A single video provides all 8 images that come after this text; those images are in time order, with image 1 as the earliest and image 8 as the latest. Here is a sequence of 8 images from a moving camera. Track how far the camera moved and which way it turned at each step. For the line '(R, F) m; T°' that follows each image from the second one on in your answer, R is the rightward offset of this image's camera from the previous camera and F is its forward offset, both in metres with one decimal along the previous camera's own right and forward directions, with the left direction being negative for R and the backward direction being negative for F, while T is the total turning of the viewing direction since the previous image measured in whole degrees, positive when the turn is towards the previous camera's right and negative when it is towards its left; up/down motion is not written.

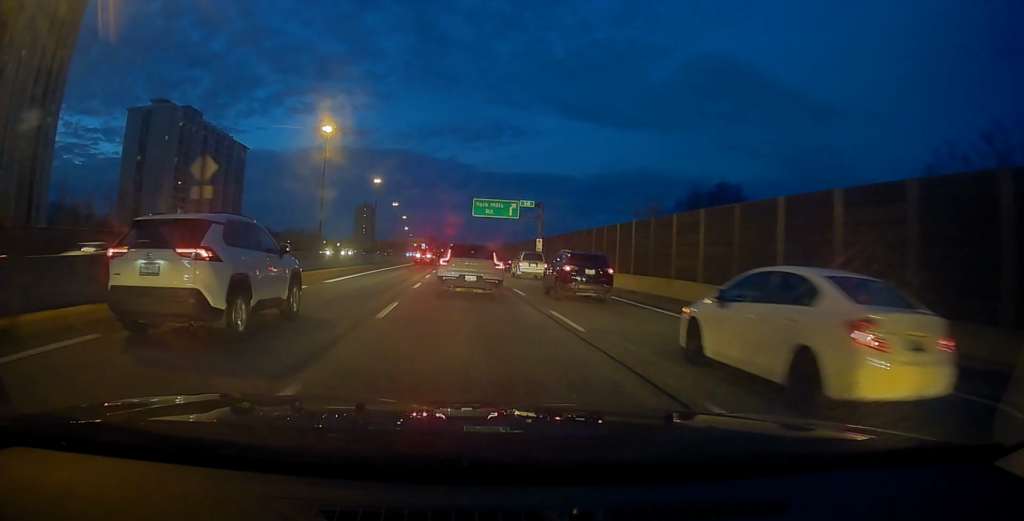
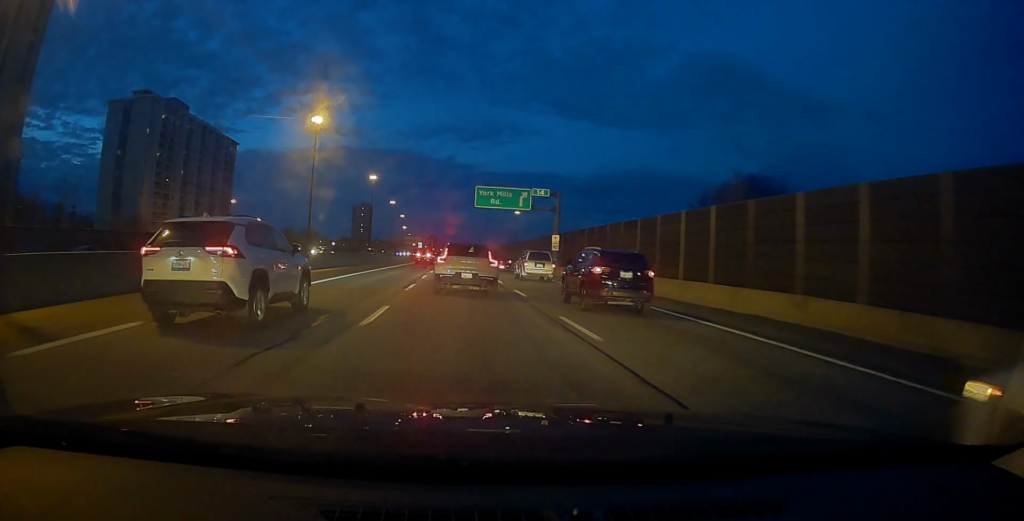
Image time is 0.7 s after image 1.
(+0.2, +10.5) m; +1°
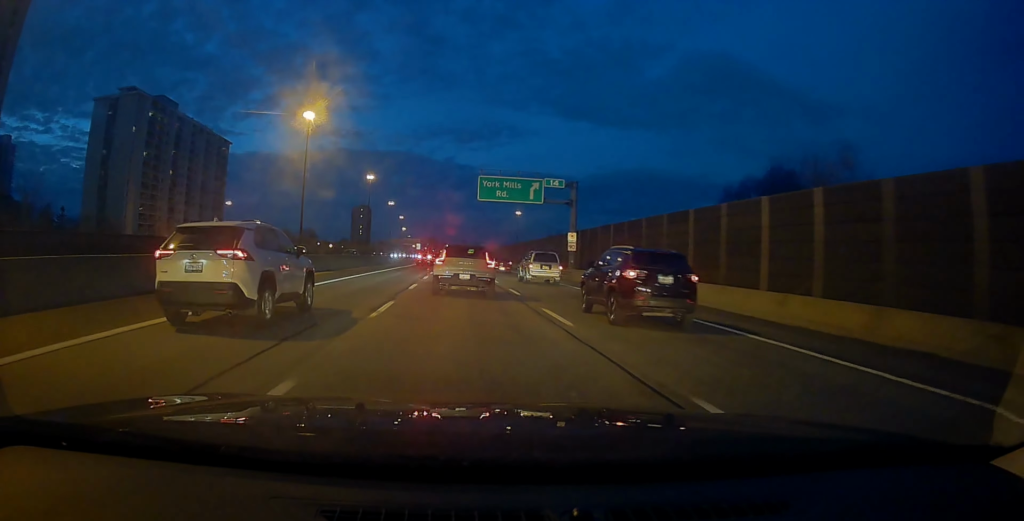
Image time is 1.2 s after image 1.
(0.0, +7.1) m; 0°
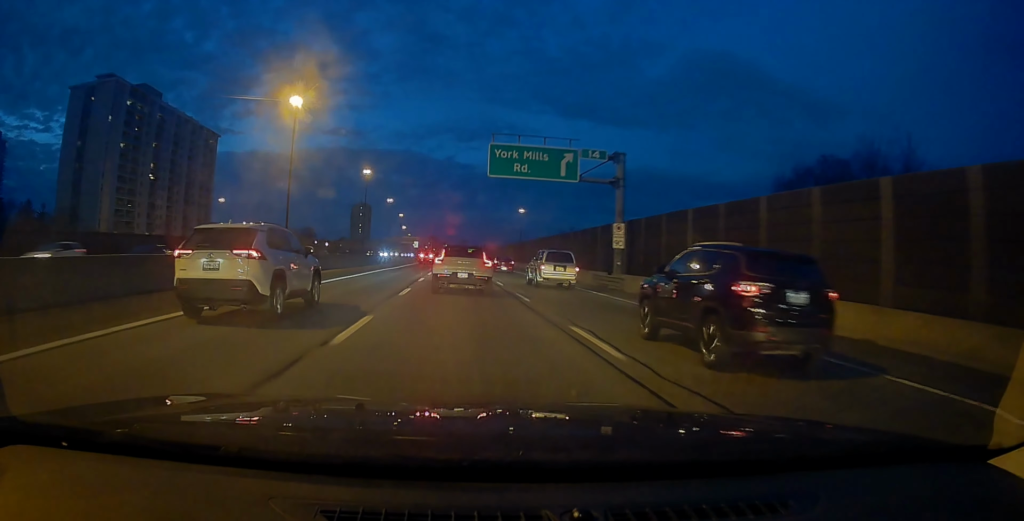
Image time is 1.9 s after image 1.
(0.0, +11.9) m; +1°
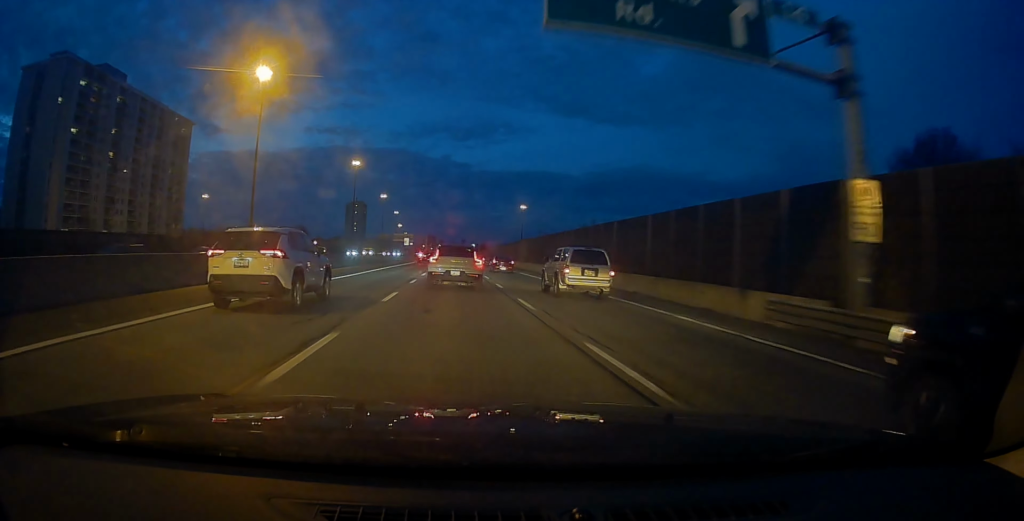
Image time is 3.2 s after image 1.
(+0.1, +20.1) m; -1°
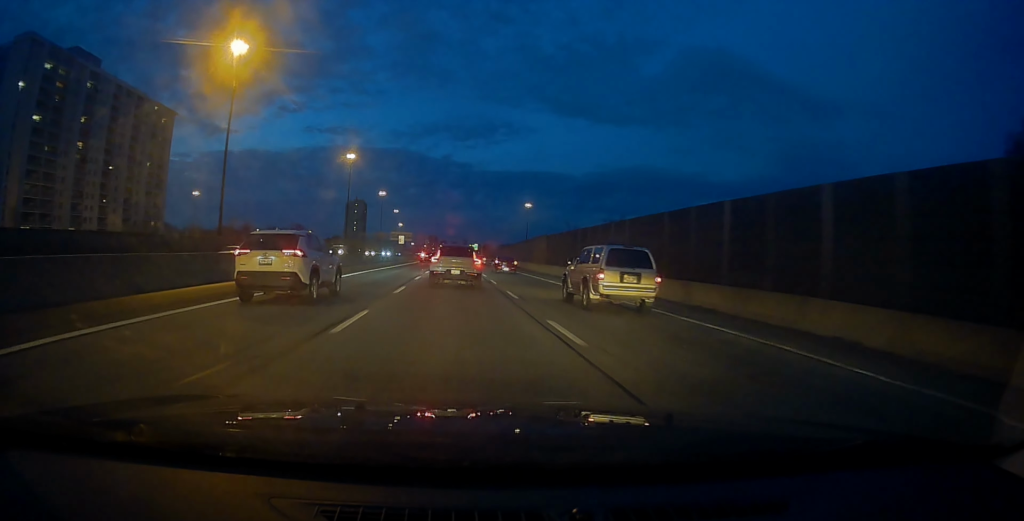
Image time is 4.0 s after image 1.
(-0.3, +14.5) m; 0°
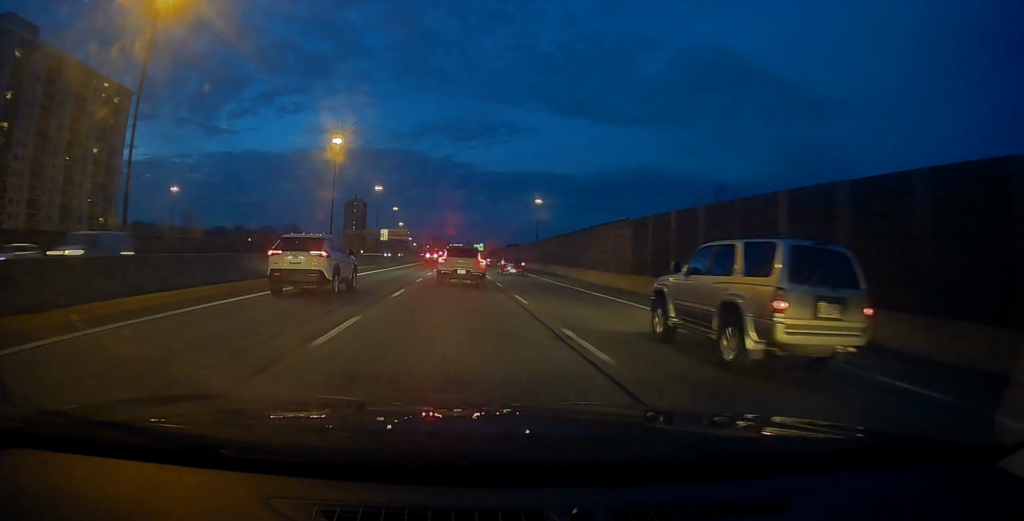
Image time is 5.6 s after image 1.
(+0.3, +28.0) m; 0°
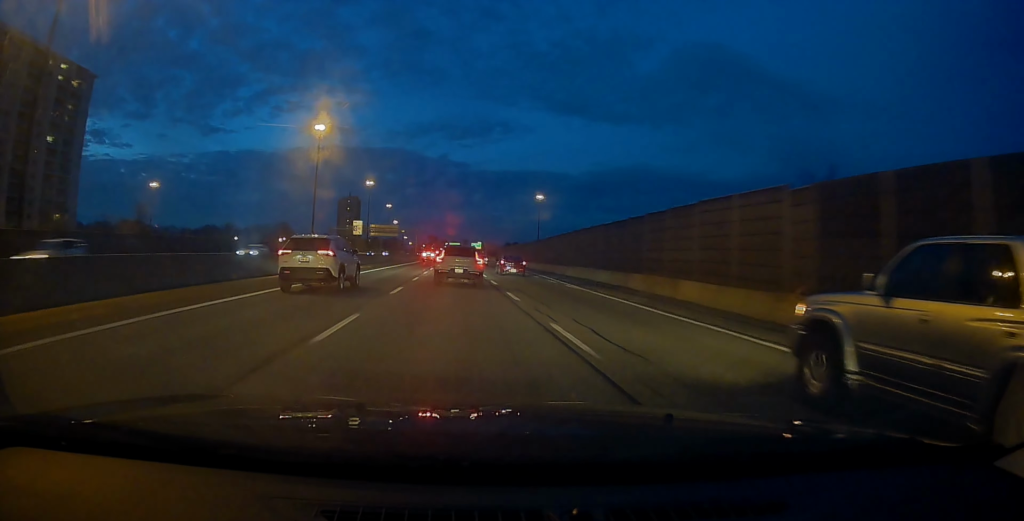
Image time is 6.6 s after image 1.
(-0.1, +17.3) m; 0°
